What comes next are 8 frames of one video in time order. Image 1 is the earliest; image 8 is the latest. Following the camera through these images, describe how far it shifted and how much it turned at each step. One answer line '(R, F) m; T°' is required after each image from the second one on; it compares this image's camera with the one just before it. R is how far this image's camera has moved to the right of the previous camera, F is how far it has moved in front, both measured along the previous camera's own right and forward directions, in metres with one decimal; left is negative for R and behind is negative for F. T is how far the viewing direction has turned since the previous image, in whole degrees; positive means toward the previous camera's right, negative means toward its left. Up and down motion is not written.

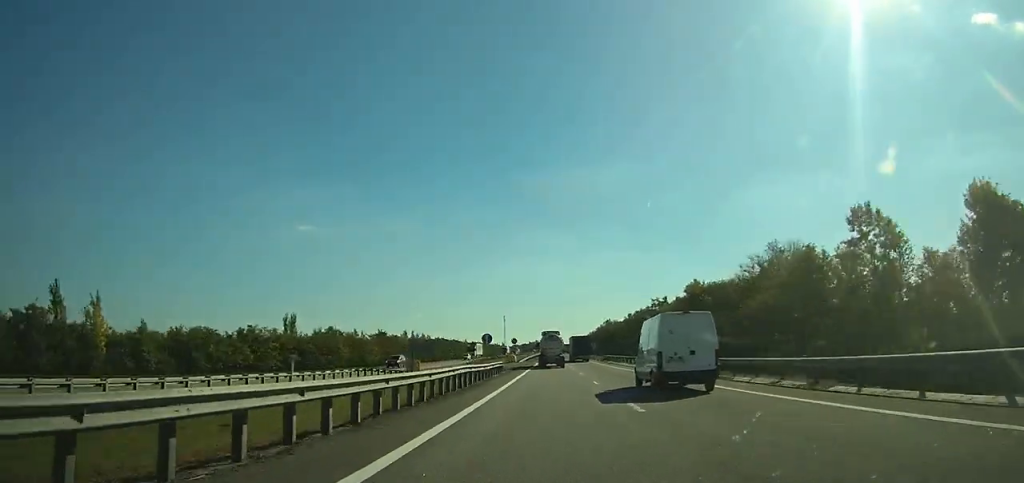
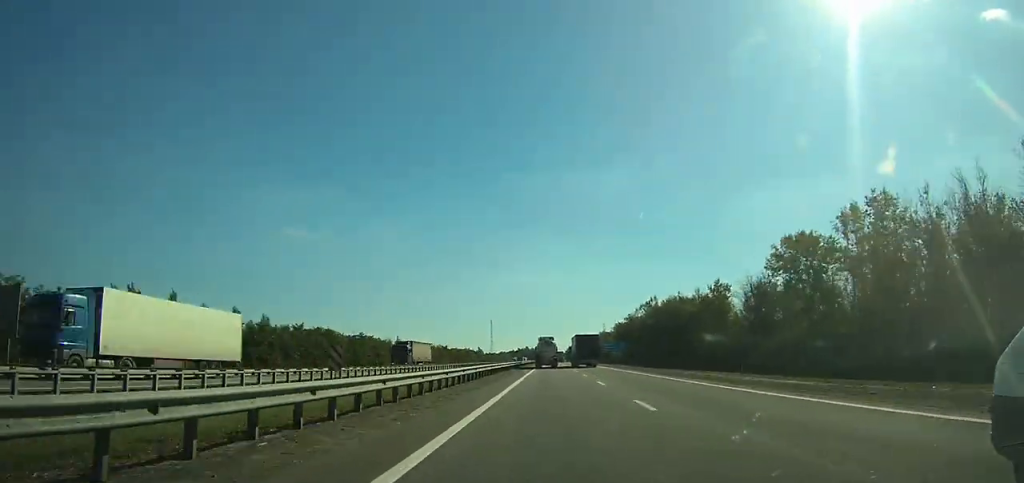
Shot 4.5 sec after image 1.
(+0.3, +130.5) m; 0°
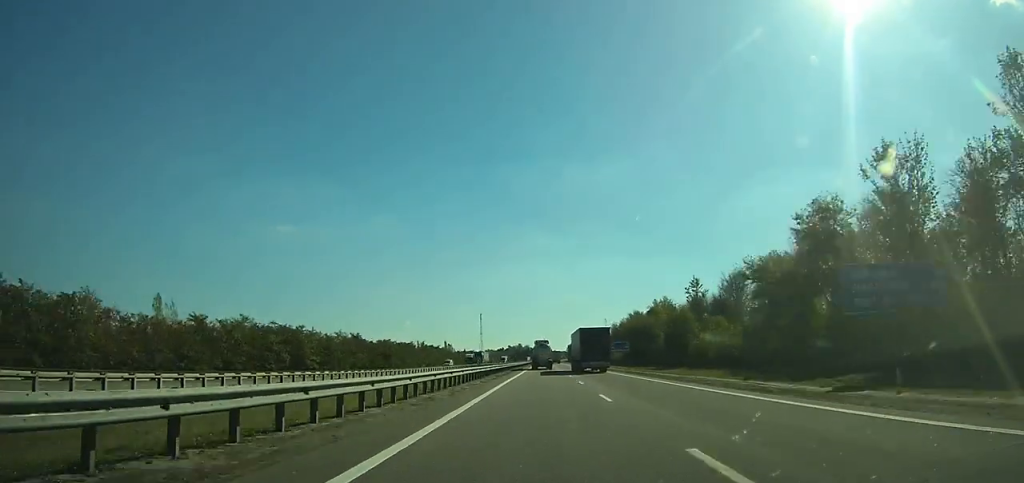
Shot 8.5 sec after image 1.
(+0.4, +113.5) m; 0°
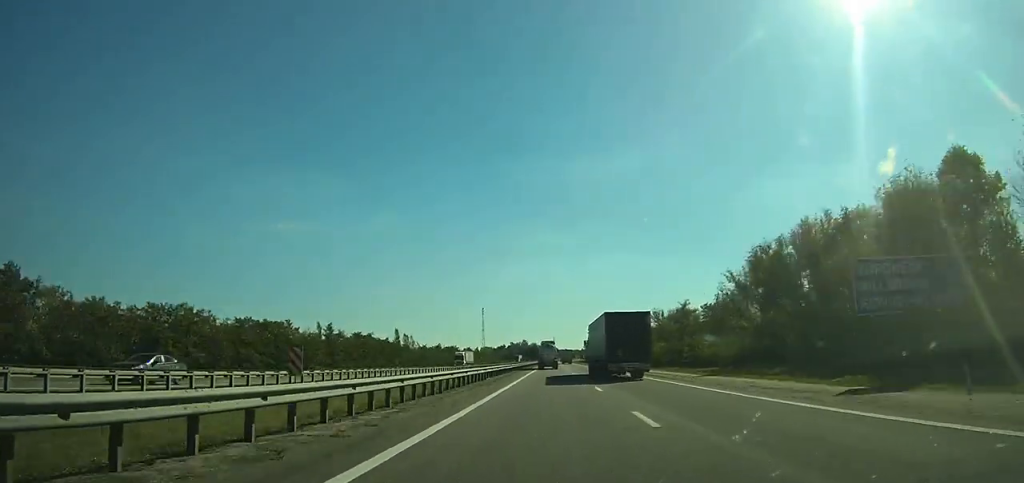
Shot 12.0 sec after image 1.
(-0.2, +99.4) m; 0°
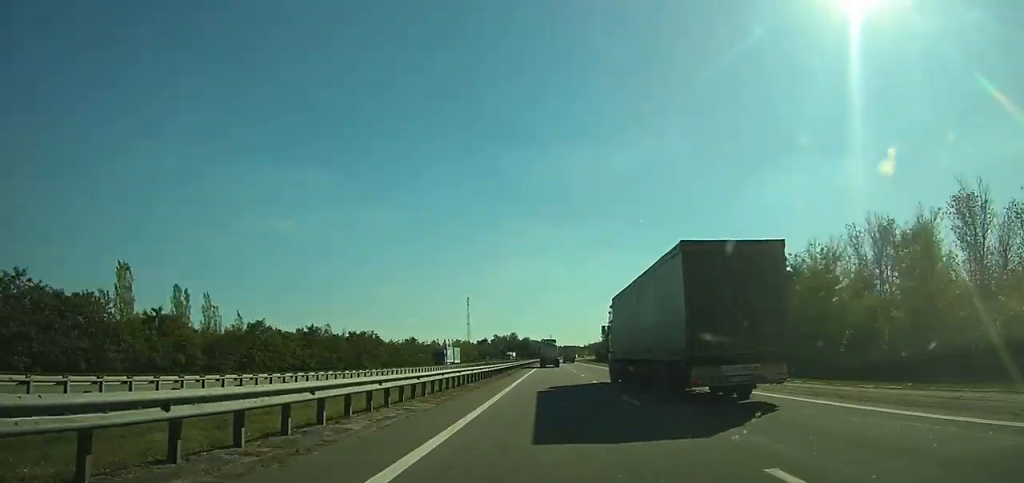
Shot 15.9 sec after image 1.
(-0.1, +117.9) m; 0°
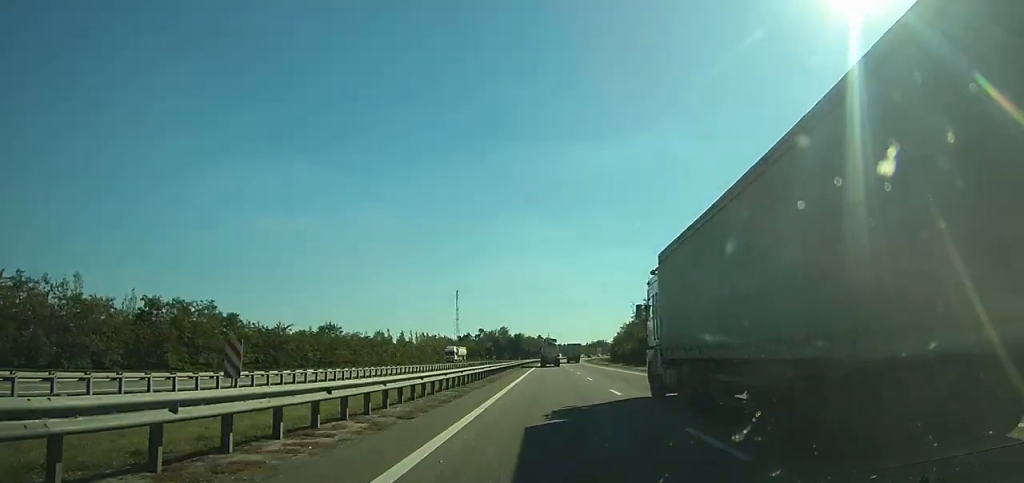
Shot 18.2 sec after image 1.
(+0.1, +69.4) m; 0°
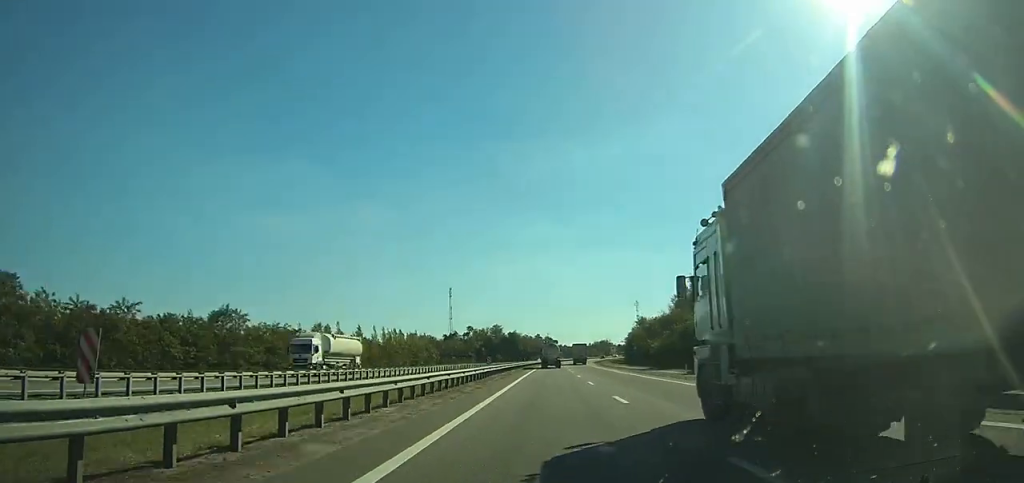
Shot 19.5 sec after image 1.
(+0.1, +38.4) m; +1°
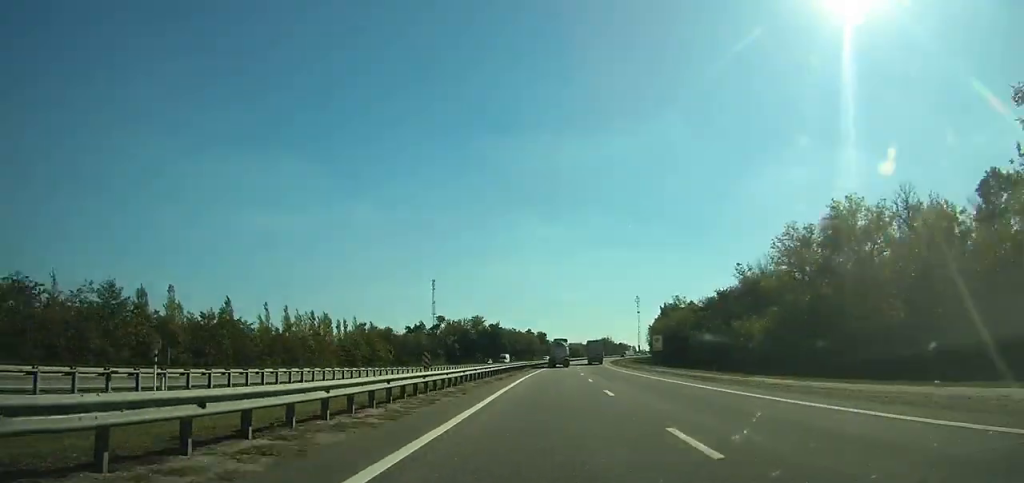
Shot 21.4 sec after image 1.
(0.0, +55.8) m; +1°
